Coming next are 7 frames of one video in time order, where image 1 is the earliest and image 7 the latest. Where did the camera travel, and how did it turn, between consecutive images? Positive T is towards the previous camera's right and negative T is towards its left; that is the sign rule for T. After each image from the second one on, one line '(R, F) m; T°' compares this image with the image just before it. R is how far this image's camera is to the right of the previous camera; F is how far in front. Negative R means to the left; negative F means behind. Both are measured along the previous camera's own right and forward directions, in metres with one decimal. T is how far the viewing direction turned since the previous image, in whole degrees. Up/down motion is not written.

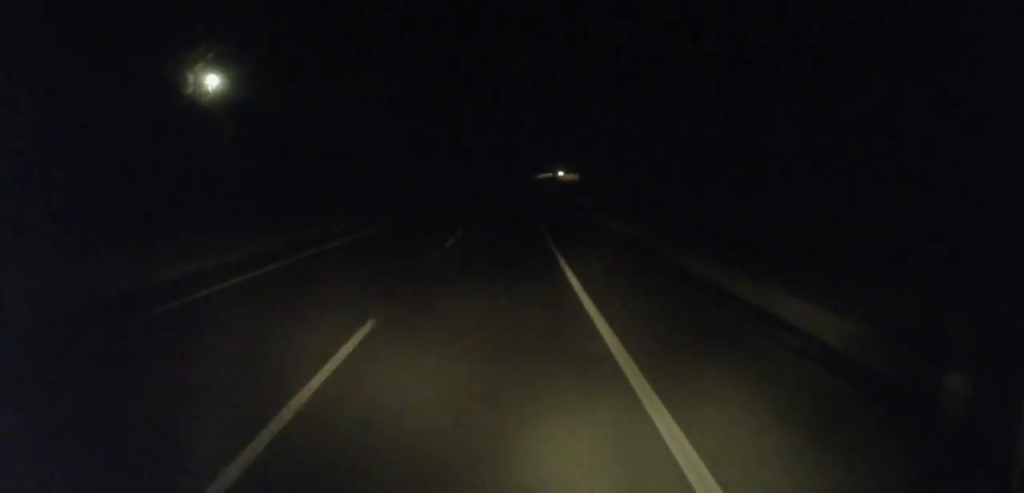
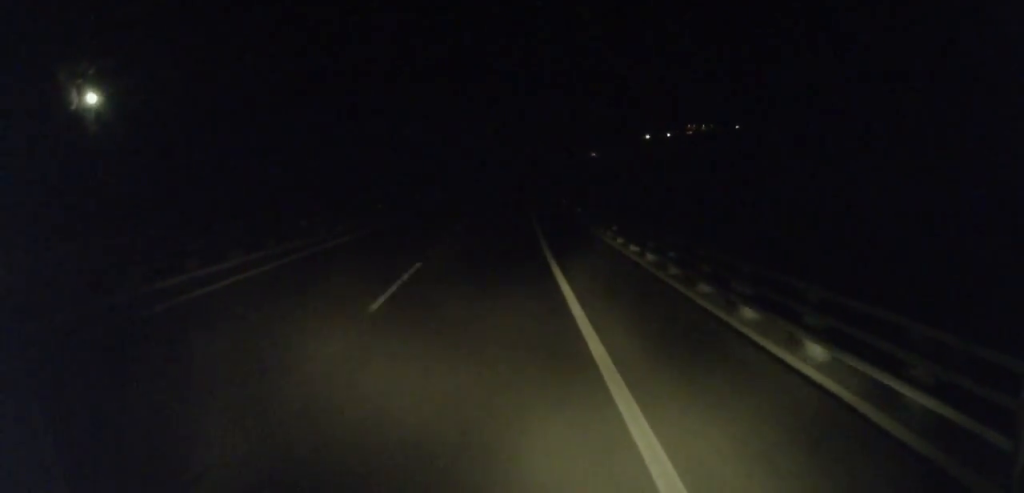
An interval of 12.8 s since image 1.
(+39.6, +308.0) m; +13°
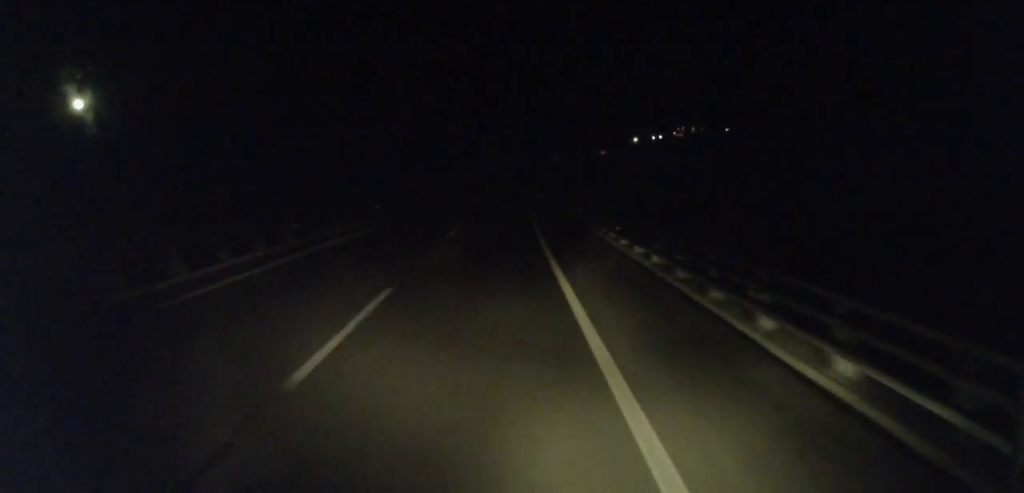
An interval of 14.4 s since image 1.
(+0.1, +37.9) m; +1°
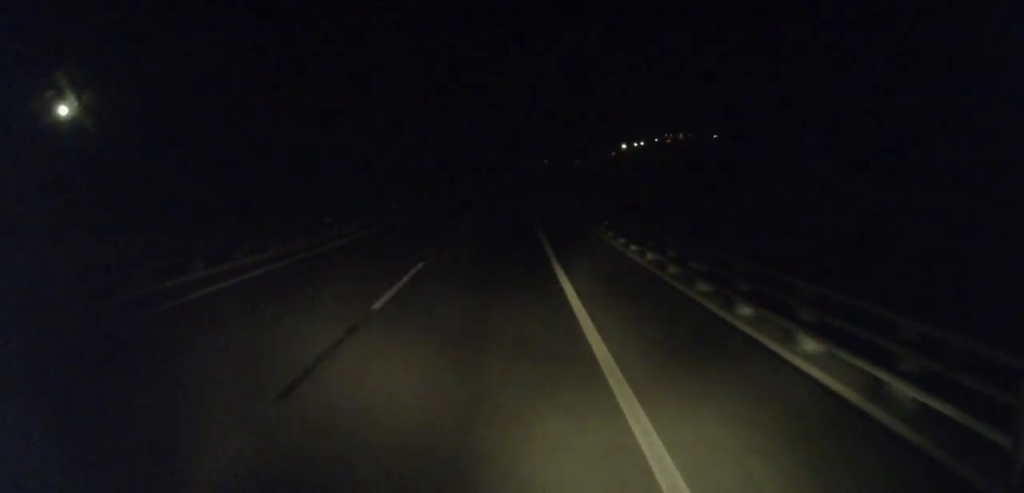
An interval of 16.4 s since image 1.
(+0.7, +46.5) m; +1°
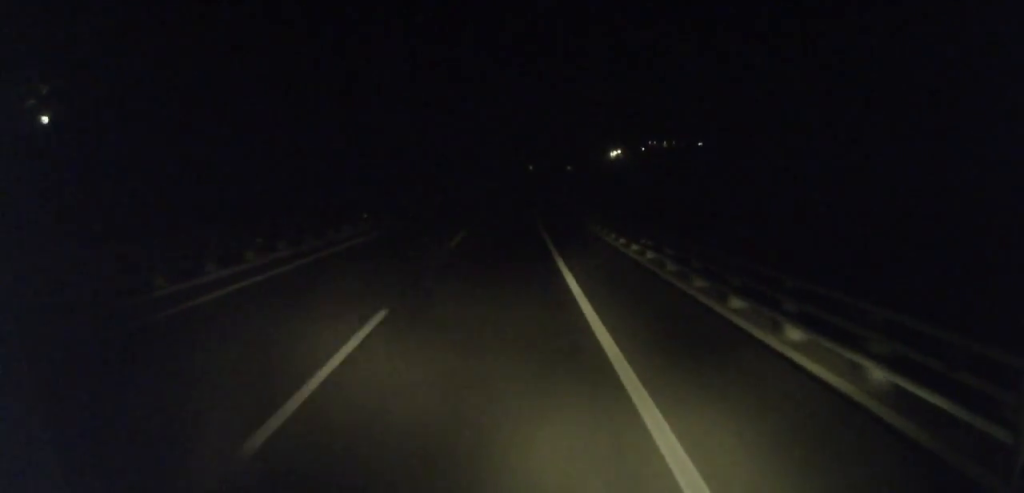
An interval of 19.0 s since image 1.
(+0.2, +58.4) m; +2°
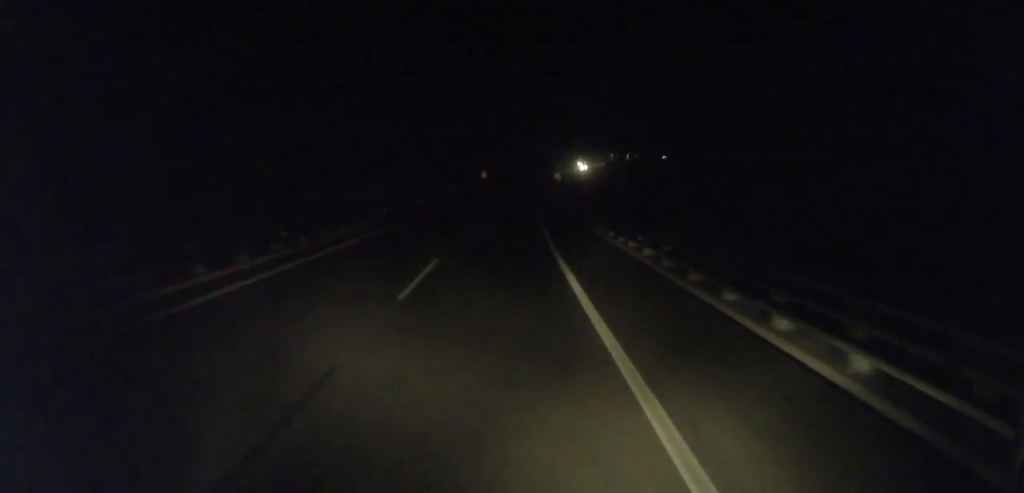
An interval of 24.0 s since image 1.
(+5.0, +112.5) m; +5°
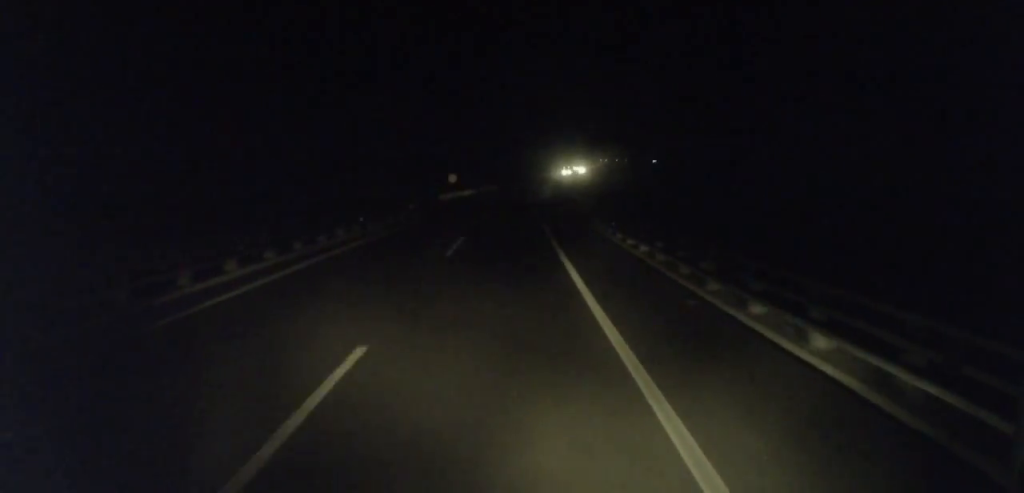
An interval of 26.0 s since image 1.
(+1.0, +43.4) m; +2°
